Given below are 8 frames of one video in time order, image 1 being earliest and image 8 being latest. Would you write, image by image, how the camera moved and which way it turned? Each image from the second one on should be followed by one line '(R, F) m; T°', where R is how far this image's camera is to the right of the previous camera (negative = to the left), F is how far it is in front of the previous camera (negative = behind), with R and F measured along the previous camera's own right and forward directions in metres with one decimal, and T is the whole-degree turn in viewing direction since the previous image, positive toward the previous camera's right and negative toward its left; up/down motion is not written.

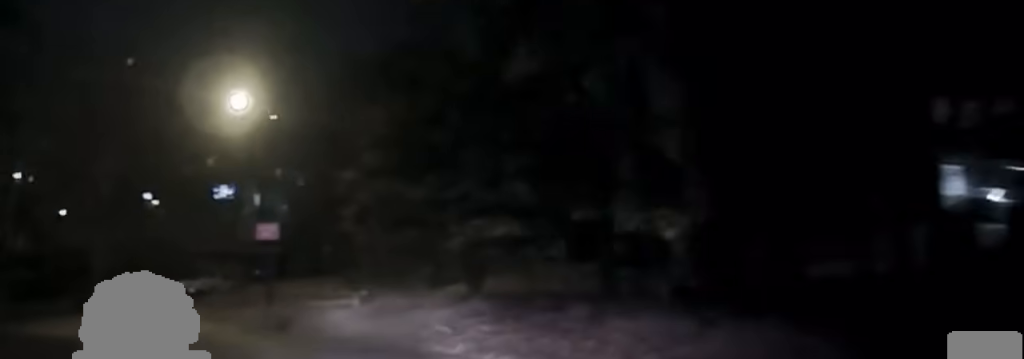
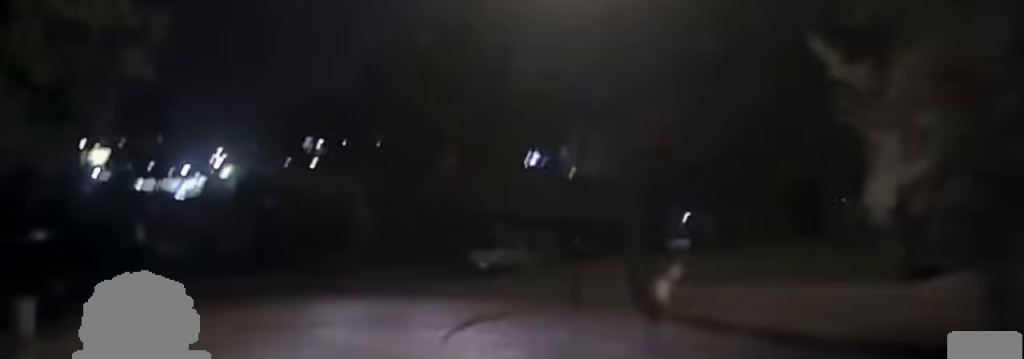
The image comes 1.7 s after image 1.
(-3.3, +15.4) m; -22°
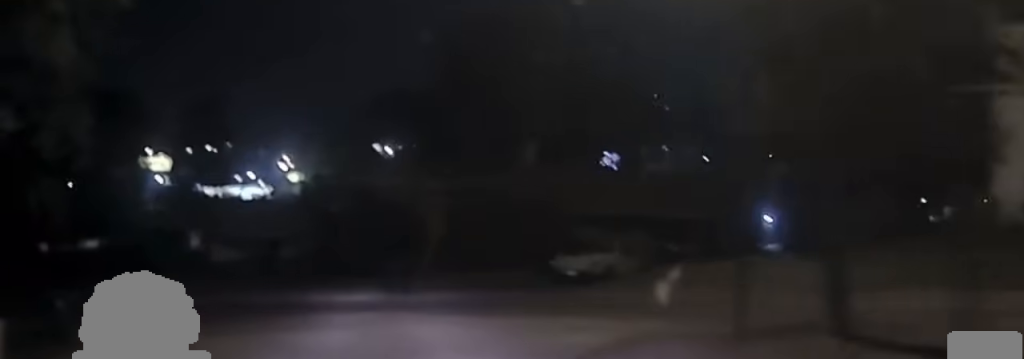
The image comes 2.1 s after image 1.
(-0.1, +4.5) m; -5°
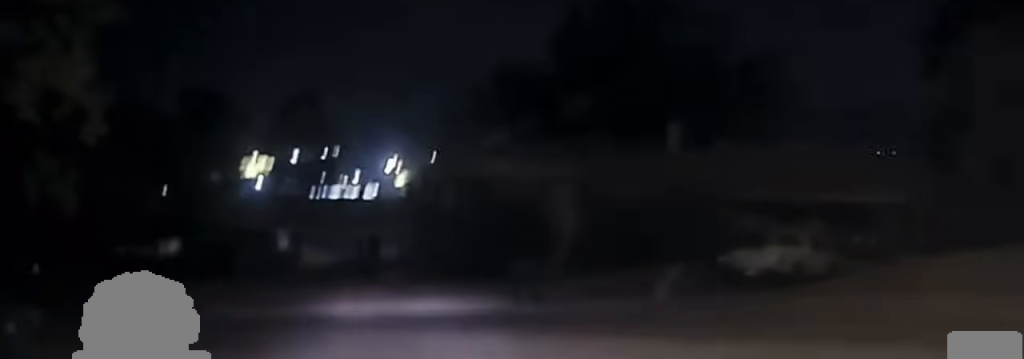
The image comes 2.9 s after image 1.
(-0.6, +8.1) m; -8°
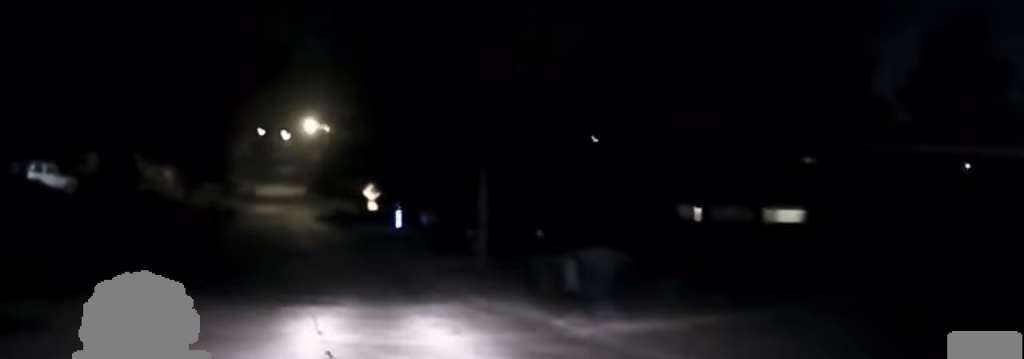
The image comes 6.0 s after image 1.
(-8.0, +29.9) m; -29°
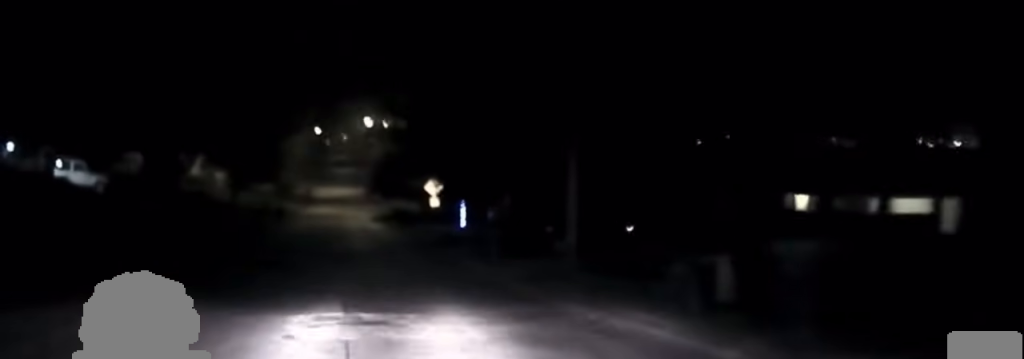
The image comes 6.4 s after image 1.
(0.0, +4.2) m; -3°
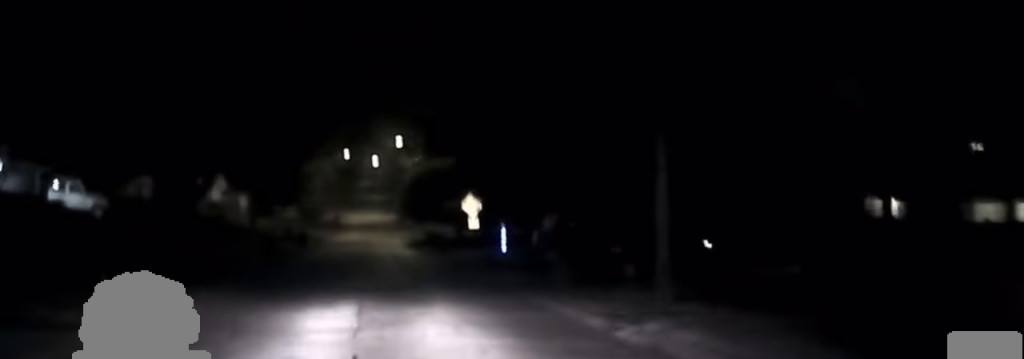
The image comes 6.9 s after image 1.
(-0.2, +4.8) m; -2°
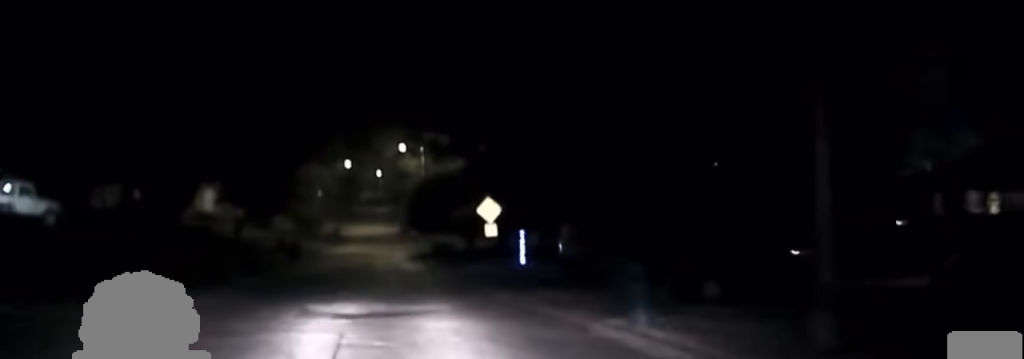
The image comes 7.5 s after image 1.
(-0.1, +5.9) m; -3°
